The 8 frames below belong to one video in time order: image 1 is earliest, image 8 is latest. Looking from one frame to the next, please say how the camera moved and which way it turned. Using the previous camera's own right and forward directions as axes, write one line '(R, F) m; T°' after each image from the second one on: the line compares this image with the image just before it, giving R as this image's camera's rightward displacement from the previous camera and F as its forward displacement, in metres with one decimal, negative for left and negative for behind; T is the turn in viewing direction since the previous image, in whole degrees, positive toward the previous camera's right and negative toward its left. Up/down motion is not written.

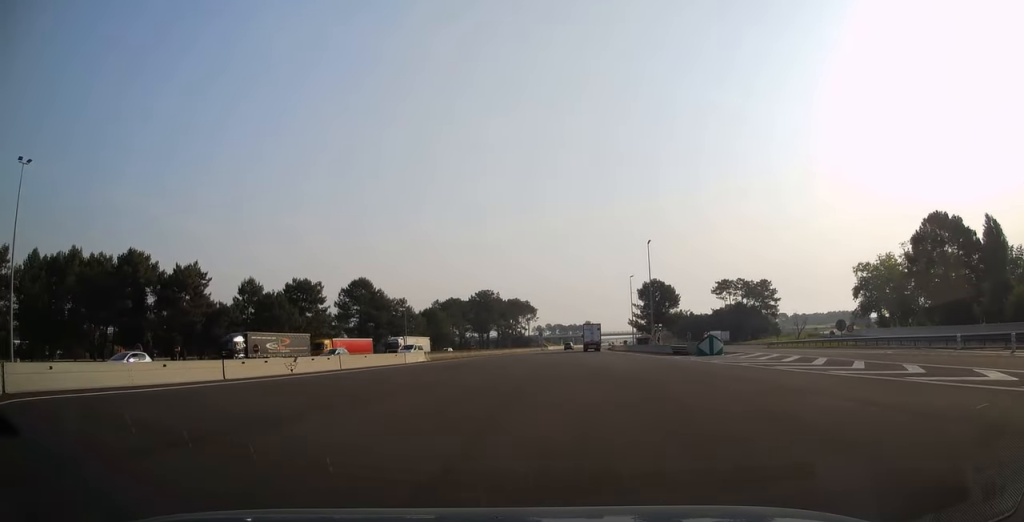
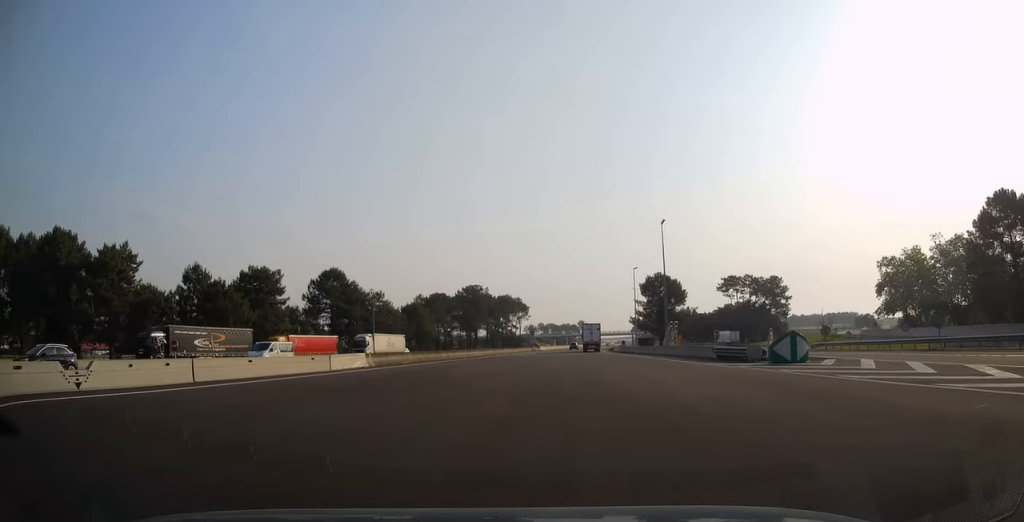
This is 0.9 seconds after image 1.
(+0.4, +16.2) m; +1°
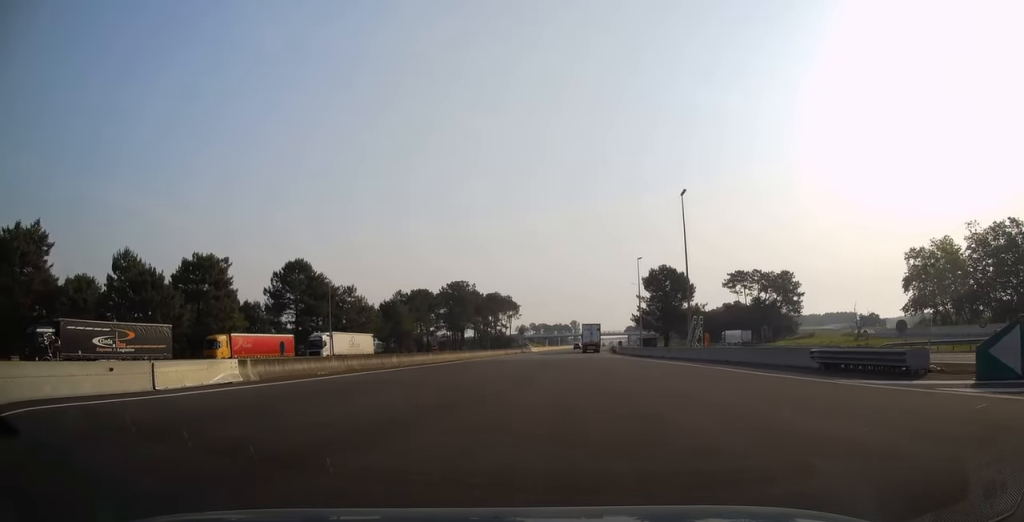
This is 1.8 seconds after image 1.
(-0.1, +16.2) m; +1°
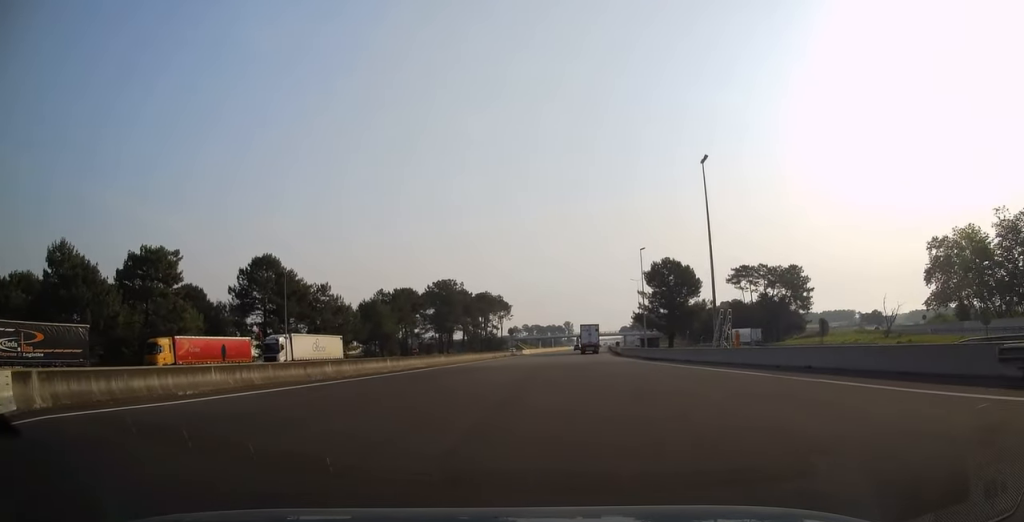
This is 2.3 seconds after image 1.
(+0.1, +11.9) m; +1°
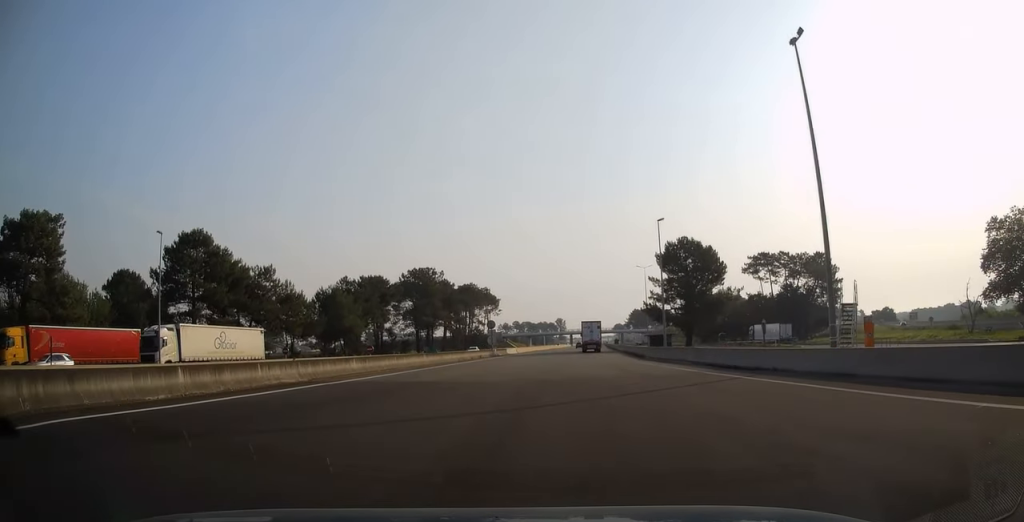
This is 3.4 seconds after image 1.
(+0.3, +22.4) m; +1°
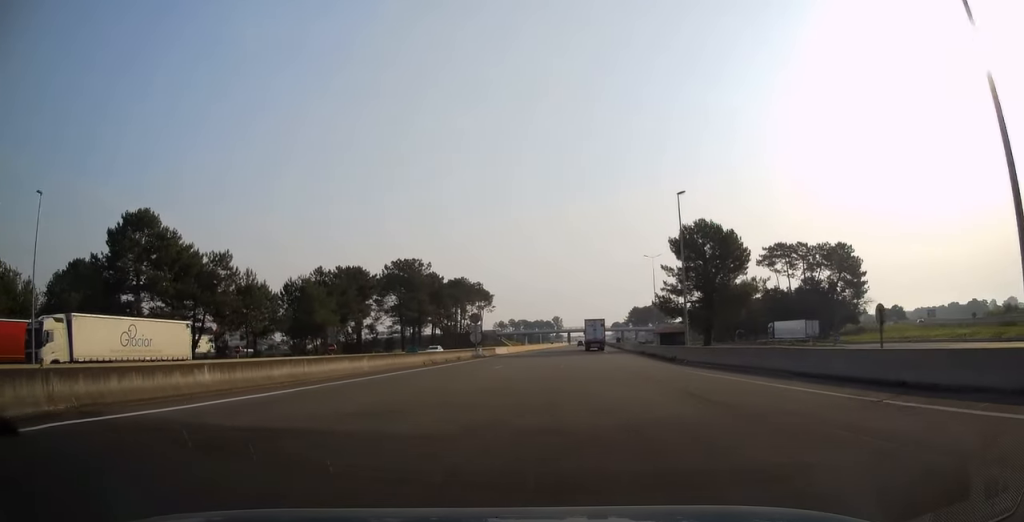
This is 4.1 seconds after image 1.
(0.0, +13.7) m; 0°
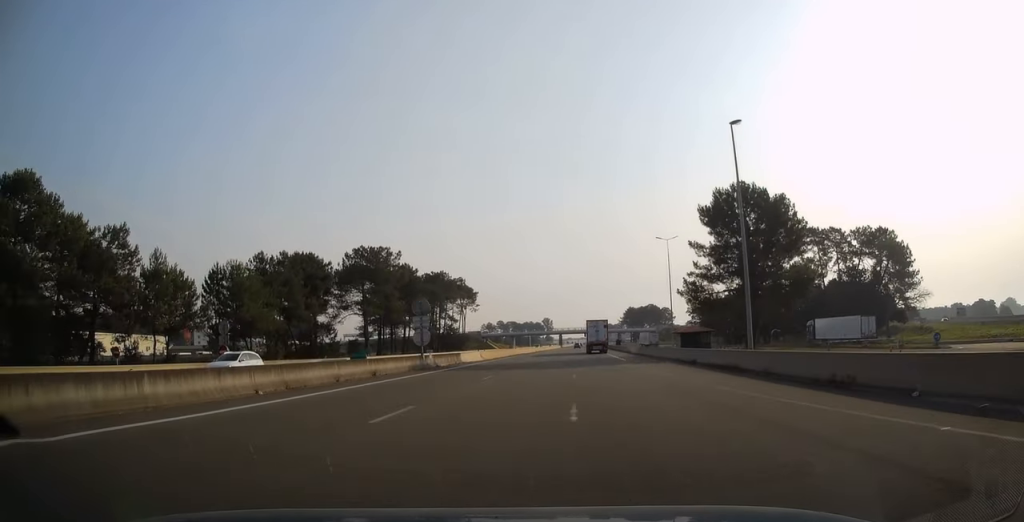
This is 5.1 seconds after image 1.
(+0.1, +22.6) m; +1°
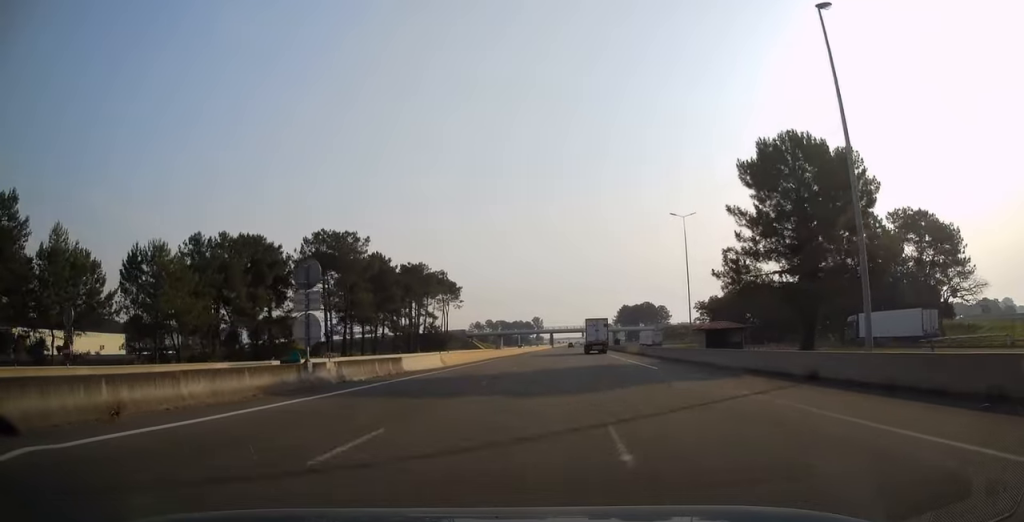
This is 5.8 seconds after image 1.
(0.0, +17.2) m; +1°
